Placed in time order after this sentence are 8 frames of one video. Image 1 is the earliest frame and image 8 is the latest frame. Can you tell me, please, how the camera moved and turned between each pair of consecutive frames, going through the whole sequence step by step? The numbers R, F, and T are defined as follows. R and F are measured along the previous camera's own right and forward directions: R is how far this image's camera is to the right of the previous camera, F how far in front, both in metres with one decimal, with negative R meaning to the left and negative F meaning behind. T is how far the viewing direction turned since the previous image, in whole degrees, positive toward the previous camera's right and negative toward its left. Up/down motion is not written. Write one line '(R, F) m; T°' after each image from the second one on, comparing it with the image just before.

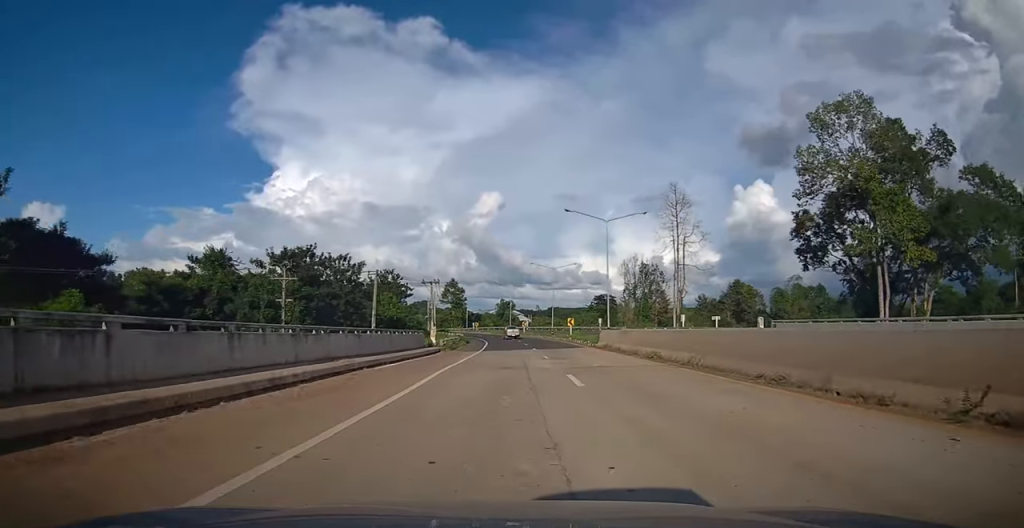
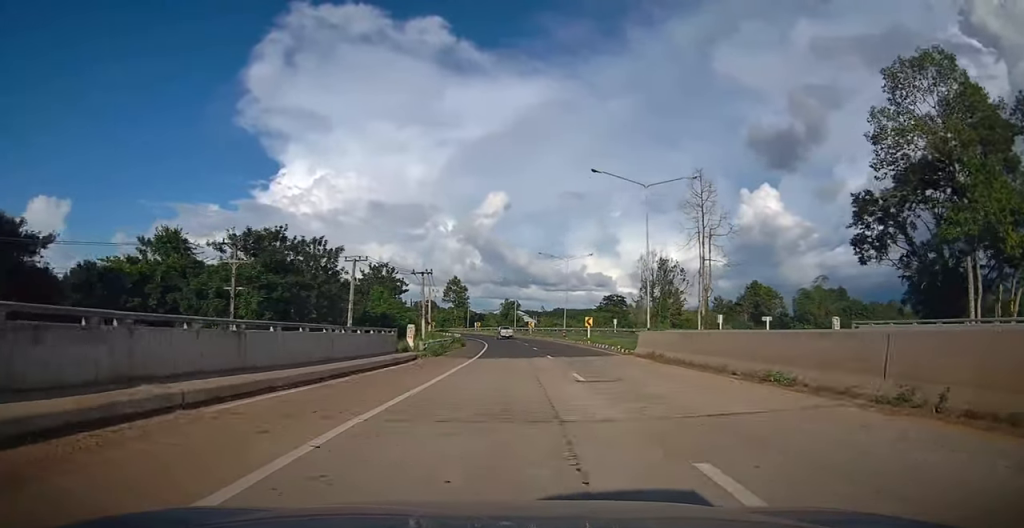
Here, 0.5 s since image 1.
(-0.2, +10.4) m; -1°
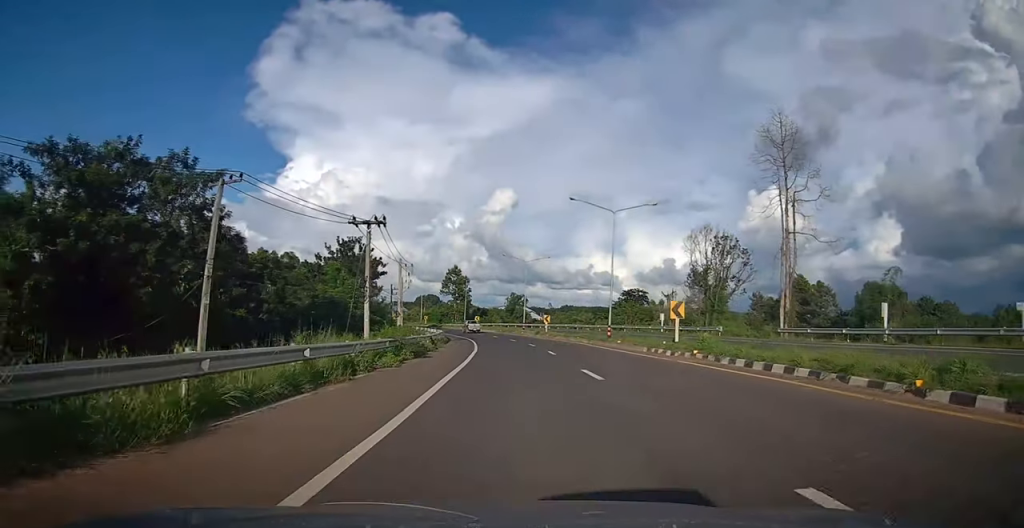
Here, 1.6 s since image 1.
(-0.1, +25.1) m; -1°
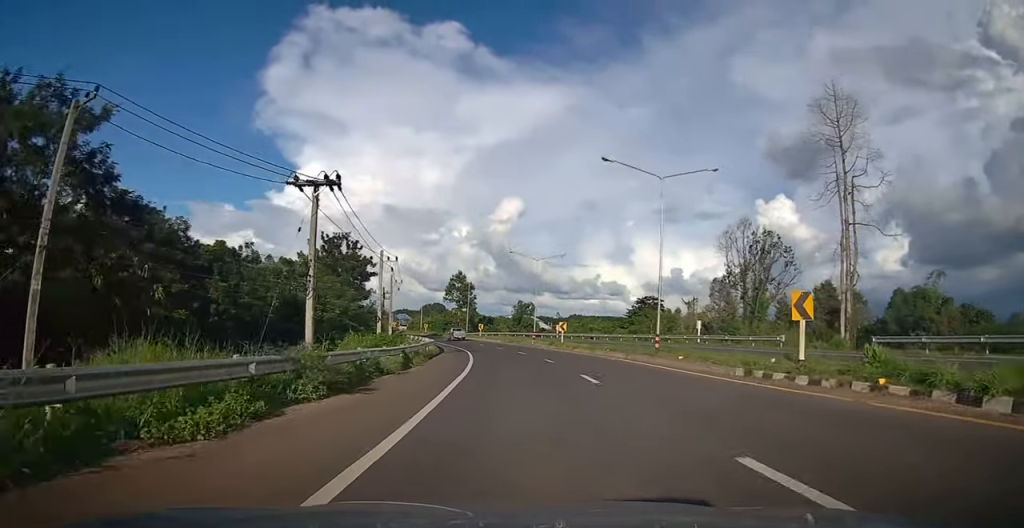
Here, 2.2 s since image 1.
(-0.1, +10.9) m; -1°
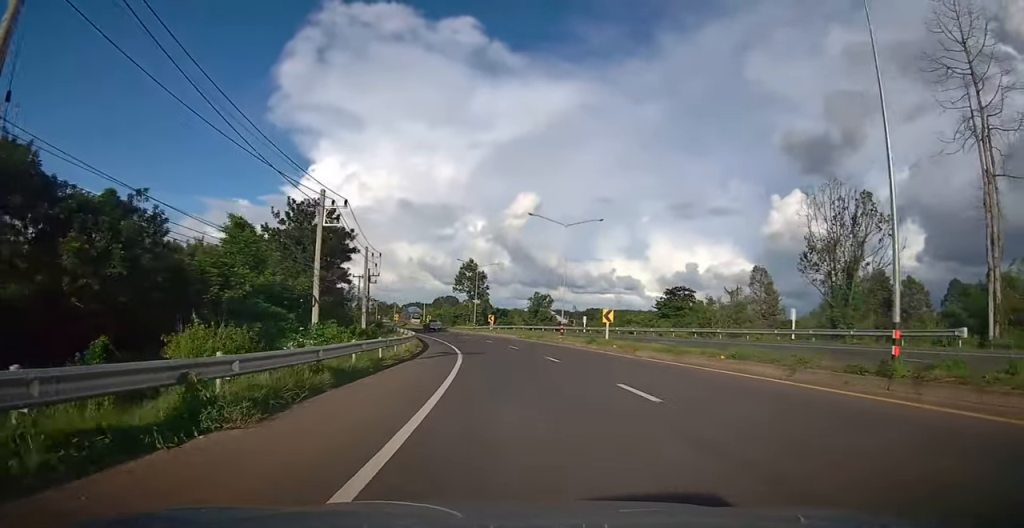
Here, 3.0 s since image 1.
(-0.2, +16.5) m; -2°
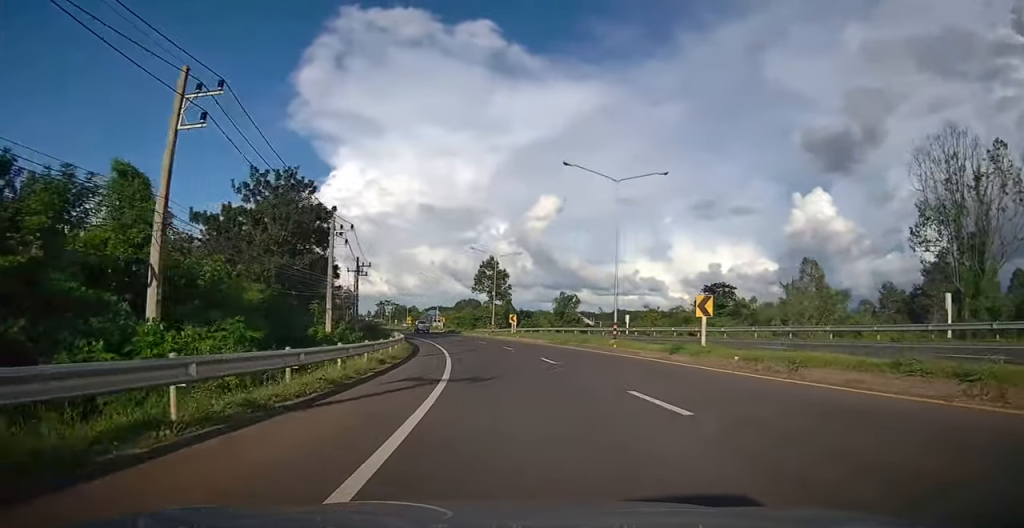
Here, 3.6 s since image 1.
(0.0, +13.6) m; -4°
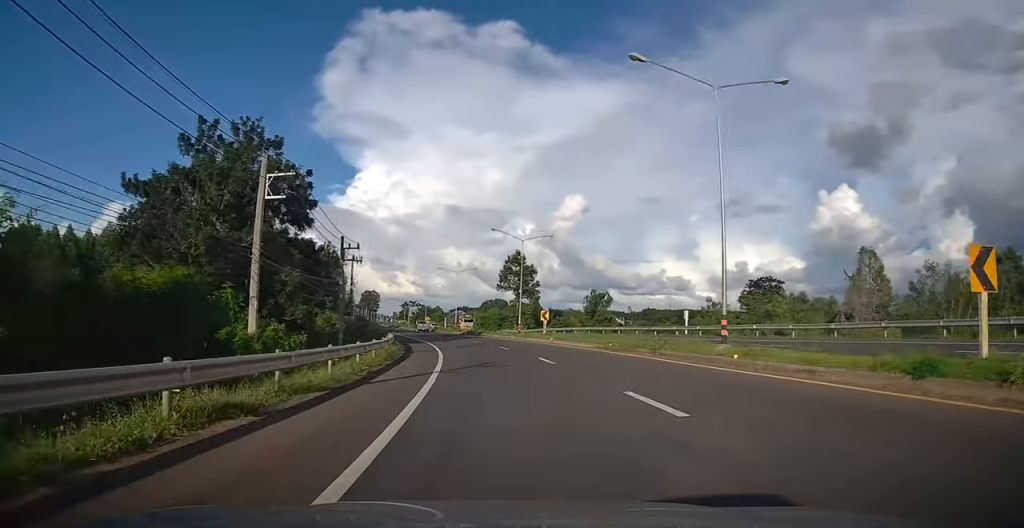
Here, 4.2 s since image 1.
(-0.7, +12.0) m; -3°
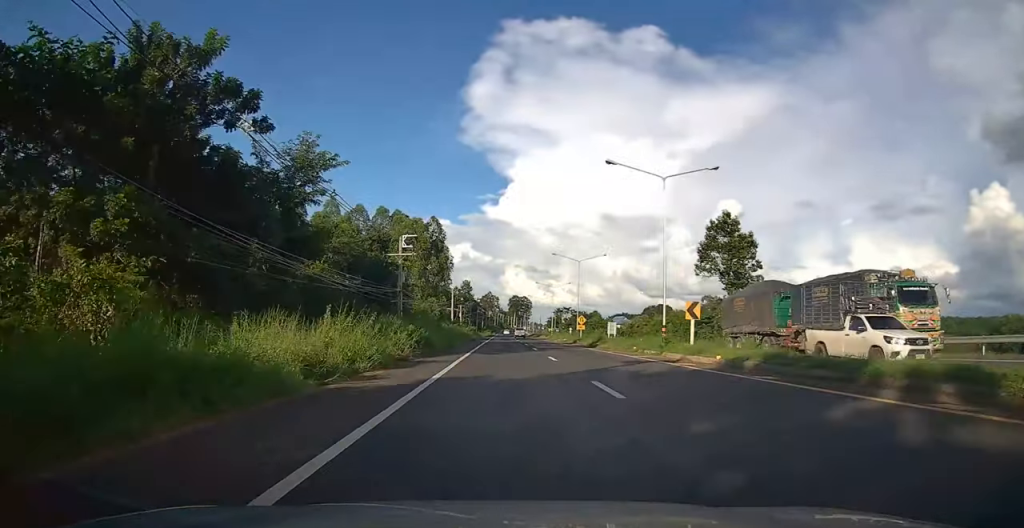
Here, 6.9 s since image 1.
(-6.8, +55.6) m; -11°
